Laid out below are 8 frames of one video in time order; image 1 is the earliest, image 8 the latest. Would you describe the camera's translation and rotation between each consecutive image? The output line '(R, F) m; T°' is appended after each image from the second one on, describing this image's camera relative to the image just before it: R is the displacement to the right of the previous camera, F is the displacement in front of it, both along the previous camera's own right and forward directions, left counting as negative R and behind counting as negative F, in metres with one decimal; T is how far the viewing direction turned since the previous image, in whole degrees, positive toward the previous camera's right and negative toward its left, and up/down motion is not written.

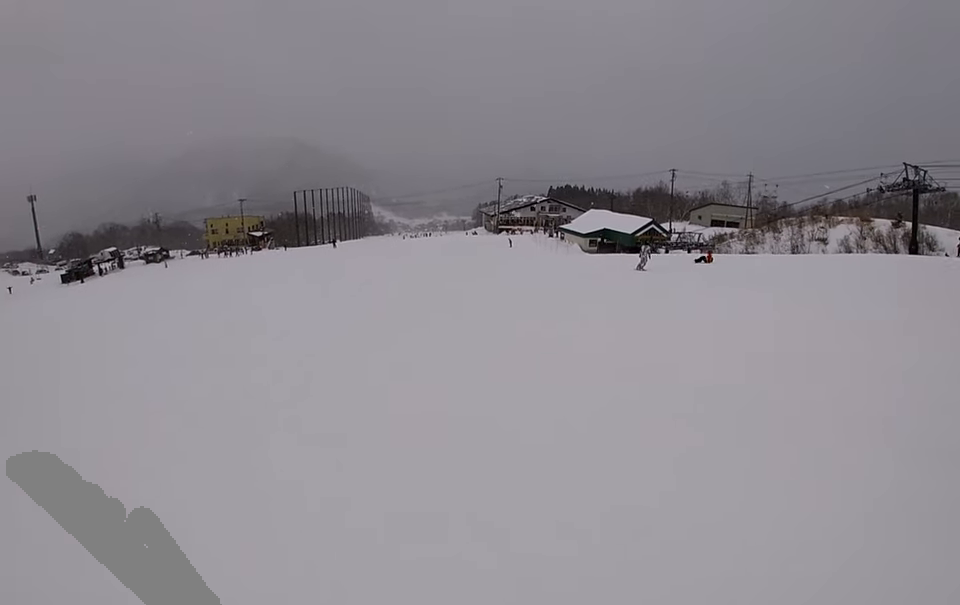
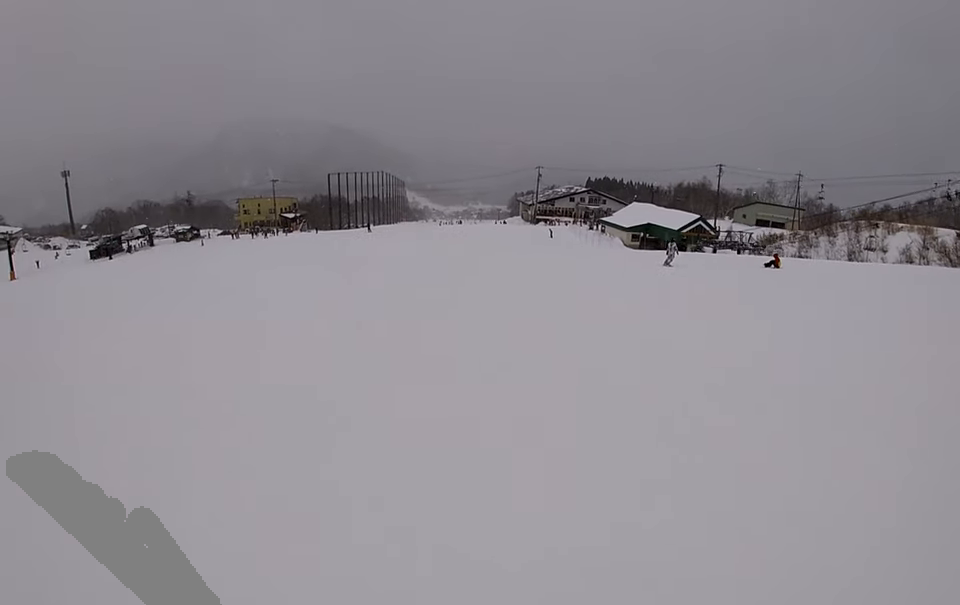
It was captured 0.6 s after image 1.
(+0.1, +3.8) m; +1°
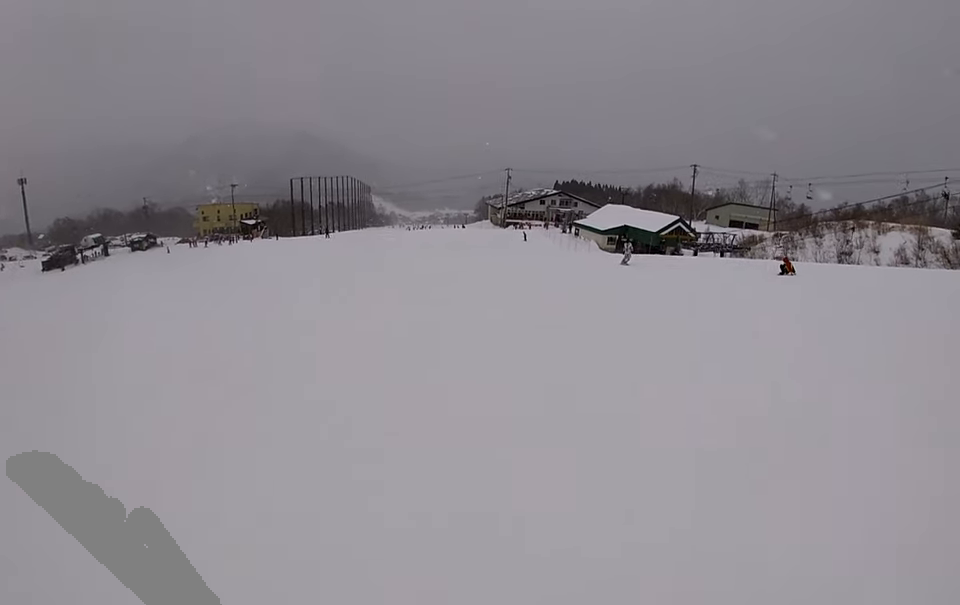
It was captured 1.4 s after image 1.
(0.0, +5.1) m; 0°
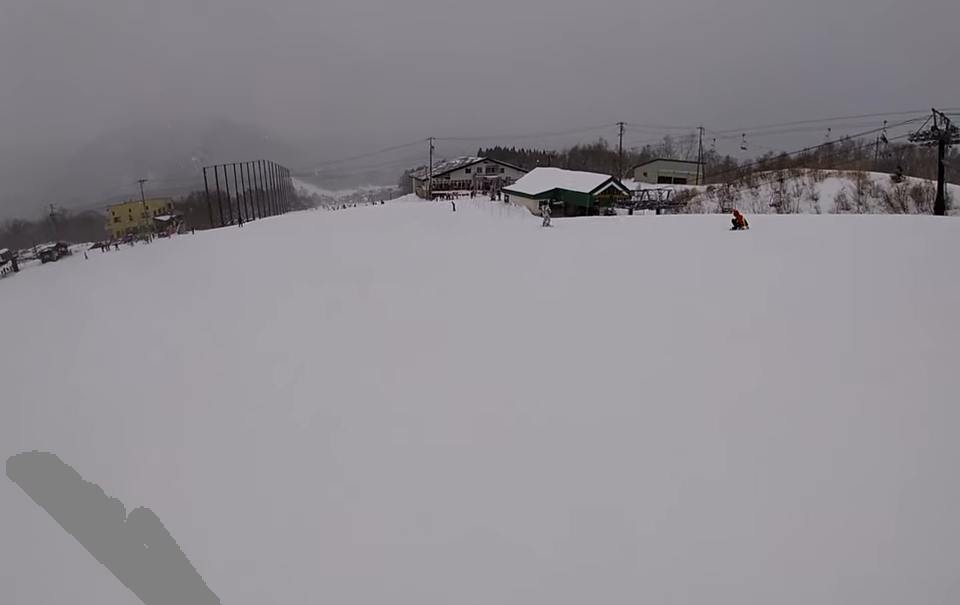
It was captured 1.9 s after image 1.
(0.0, +3.2) m; +1°
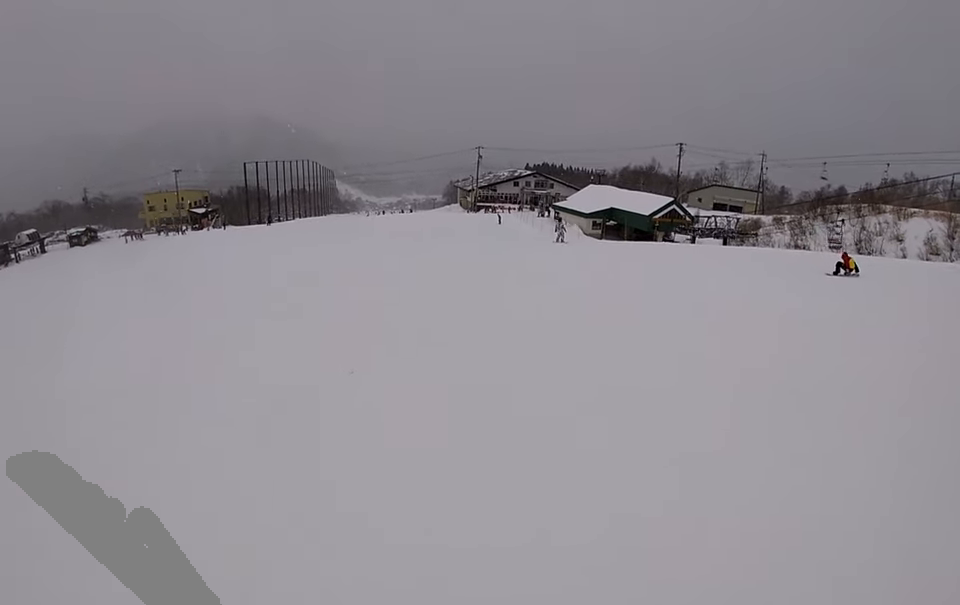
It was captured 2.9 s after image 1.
(+0.1, +6.7) m; +7°
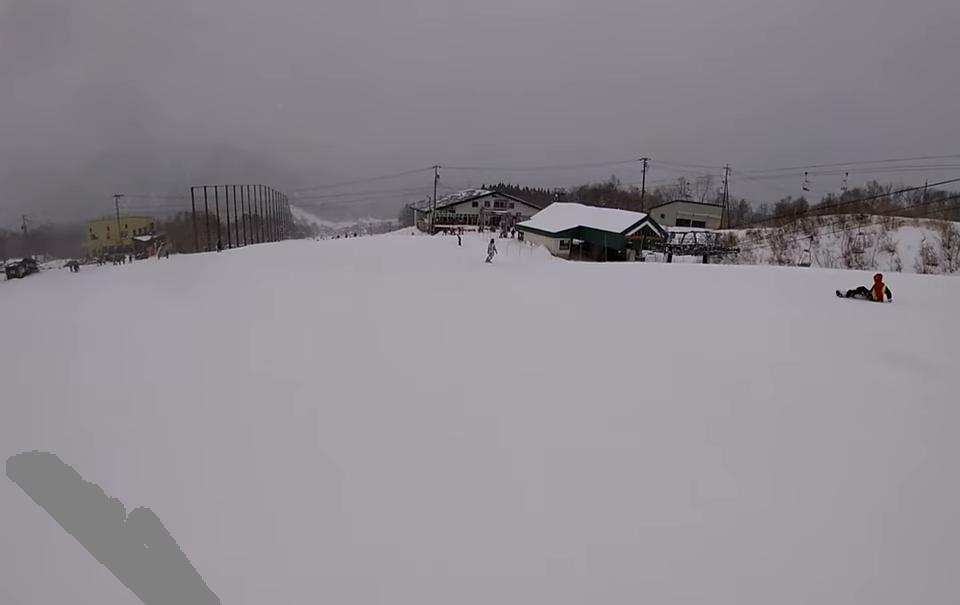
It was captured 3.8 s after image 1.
(+0.8, +5.9) m; 0°
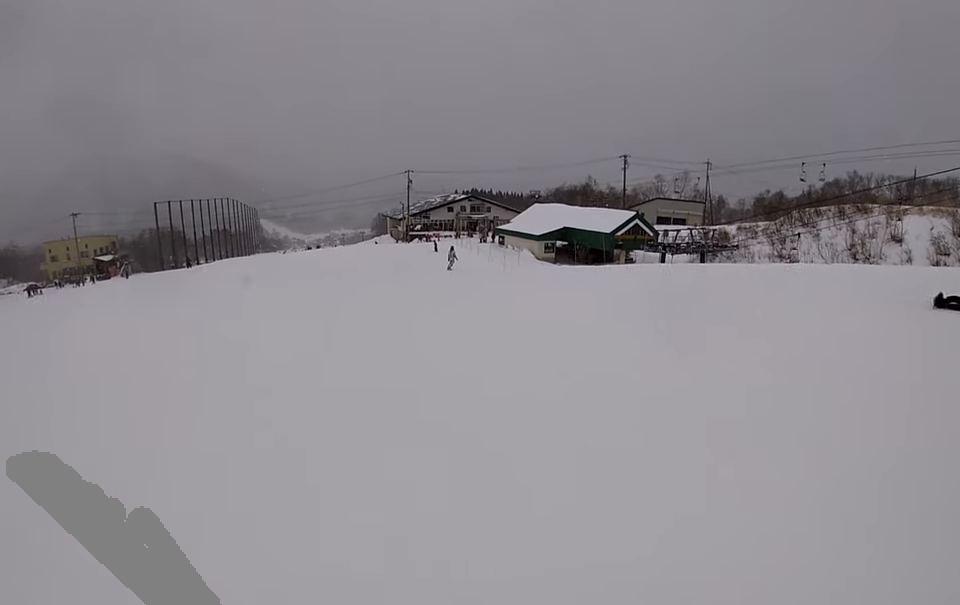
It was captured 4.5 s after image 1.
(-0.6, +4.8) m; 0°
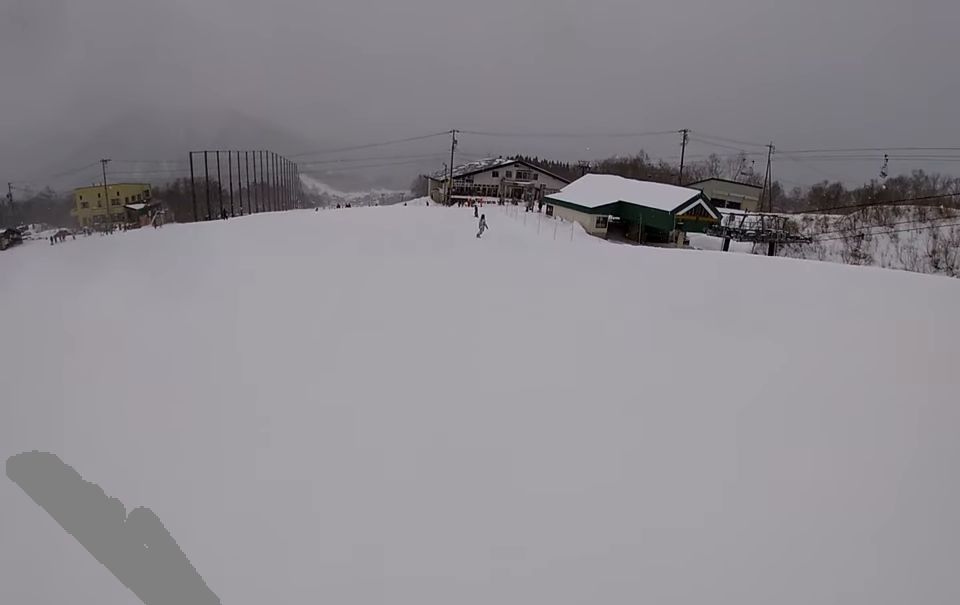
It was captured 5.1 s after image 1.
(-0.1, +4.4) m; 0°
